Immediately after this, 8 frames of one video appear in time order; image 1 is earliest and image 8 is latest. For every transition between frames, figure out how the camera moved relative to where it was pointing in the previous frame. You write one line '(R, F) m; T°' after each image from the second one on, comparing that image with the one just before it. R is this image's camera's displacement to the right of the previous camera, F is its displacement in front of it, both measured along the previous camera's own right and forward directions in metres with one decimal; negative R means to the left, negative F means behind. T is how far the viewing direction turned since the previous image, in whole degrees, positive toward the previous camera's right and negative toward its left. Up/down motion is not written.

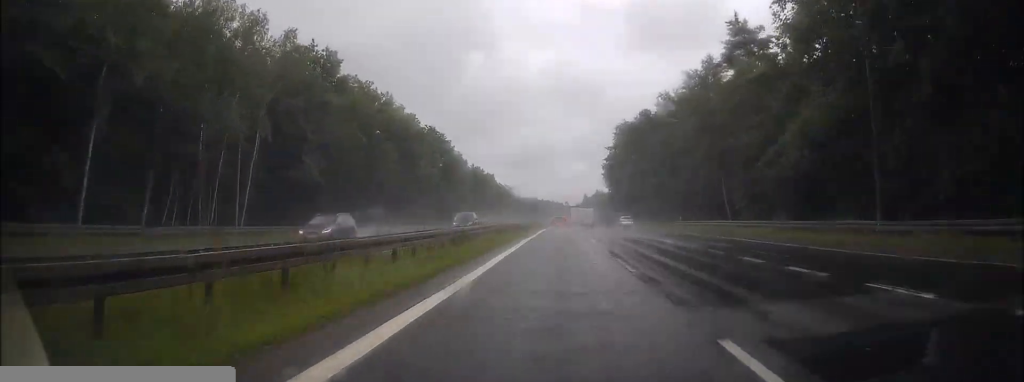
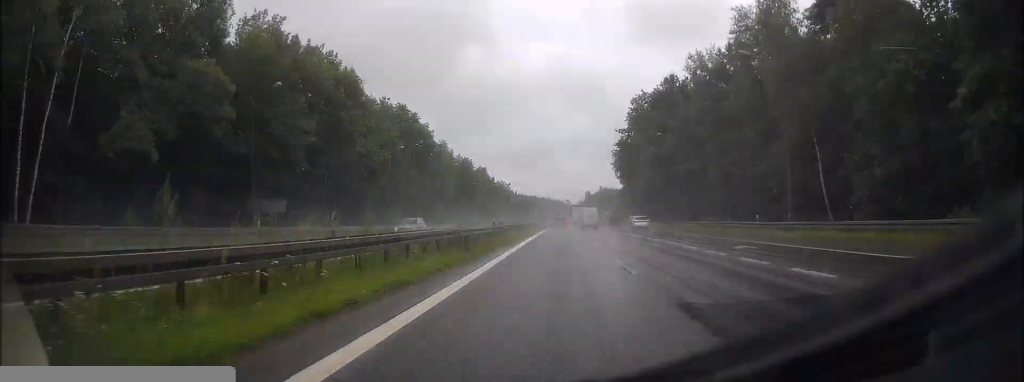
(0.0, +24.7) m; 0°
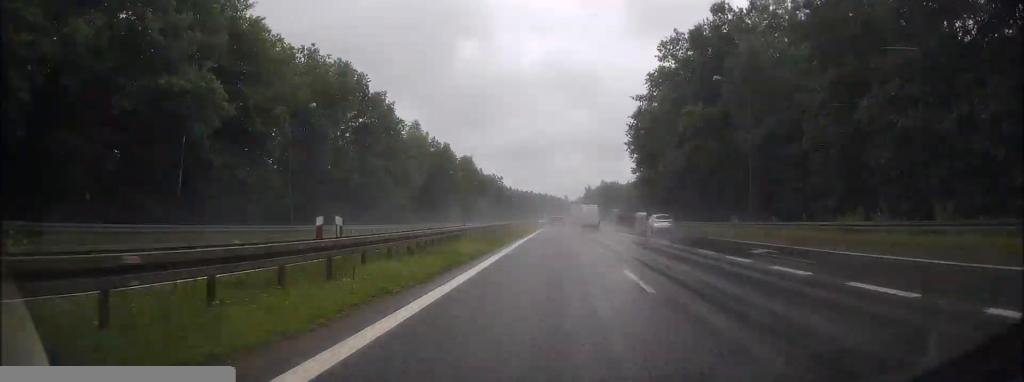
(+0.1, +27.3) m; 0°
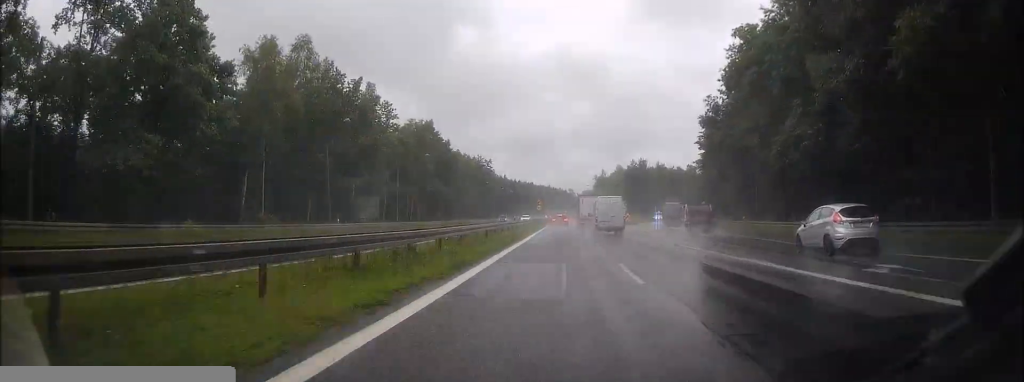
(-0.3, +58.5) m; -1°
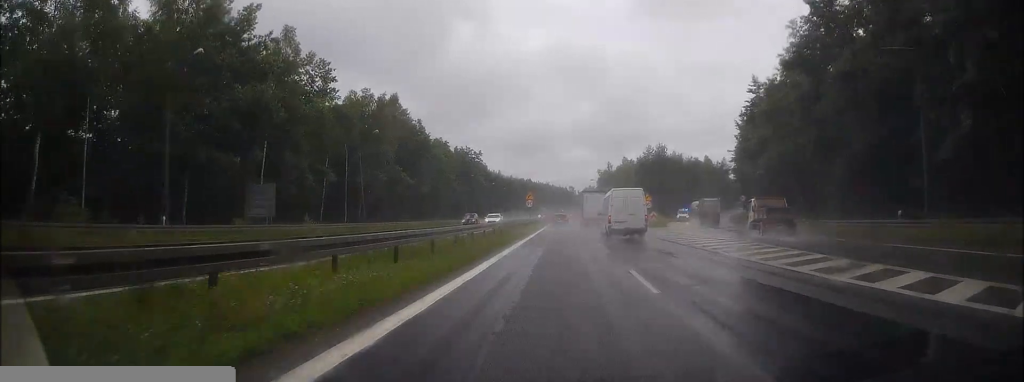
(-0.1, +25.3) m; 0°
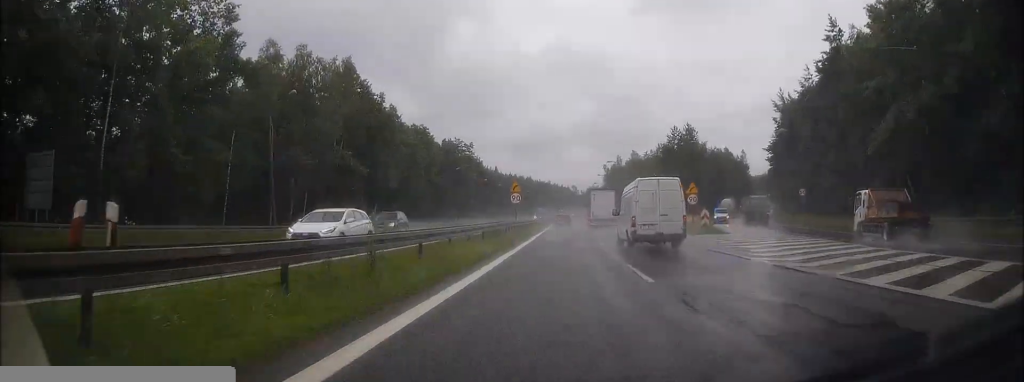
(+0.1, +22.2) m; 0°
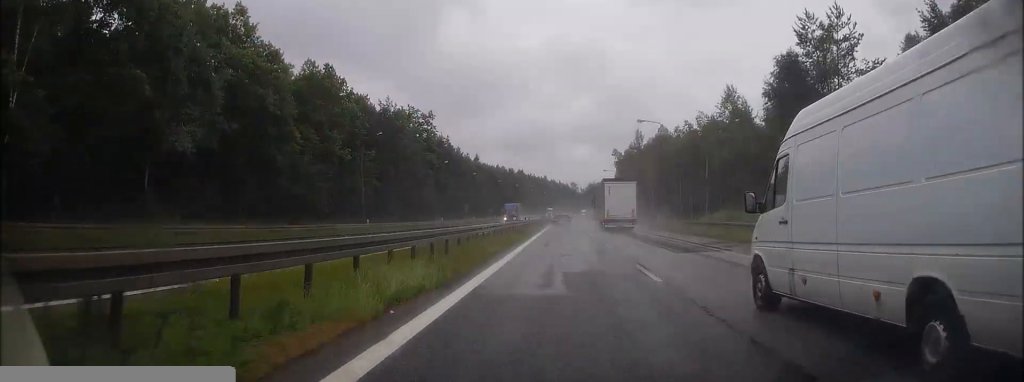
(+0.1, +47.8) m; 0°
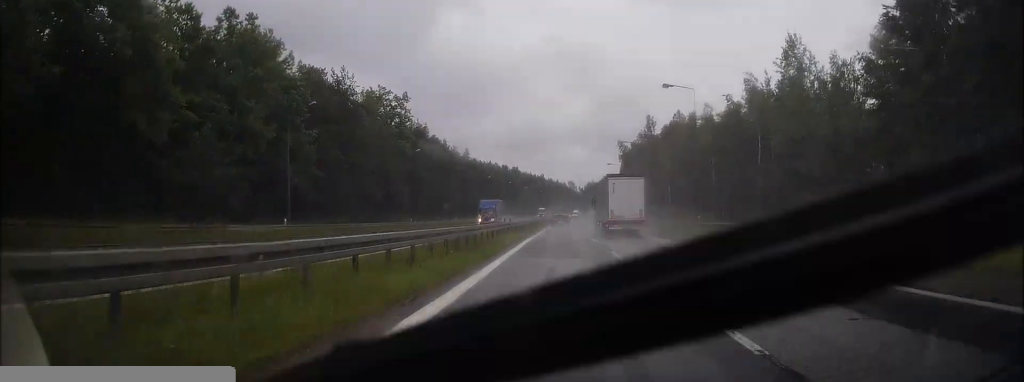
(+0.1, +18.0) m; 0°
